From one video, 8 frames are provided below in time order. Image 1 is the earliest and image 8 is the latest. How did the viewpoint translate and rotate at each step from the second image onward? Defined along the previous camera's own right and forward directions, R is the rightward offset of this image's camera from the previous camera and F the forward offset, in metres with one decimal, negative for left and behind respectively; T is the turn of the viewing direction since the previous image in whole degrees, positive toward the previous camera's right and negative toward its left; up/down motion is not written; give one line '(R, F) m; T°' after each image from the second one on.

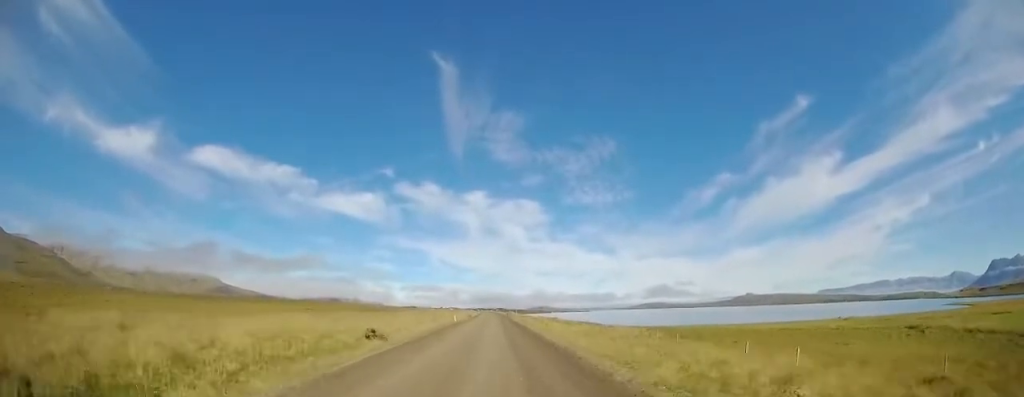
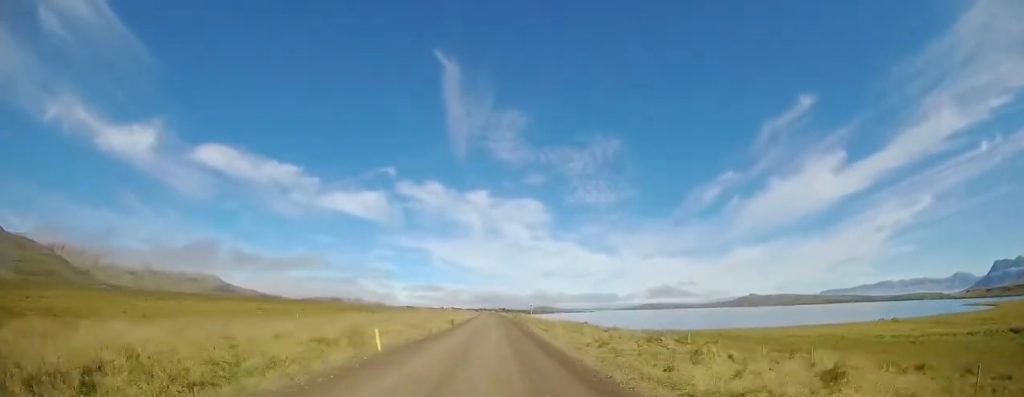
(+1.1, +28.2) m; +4°
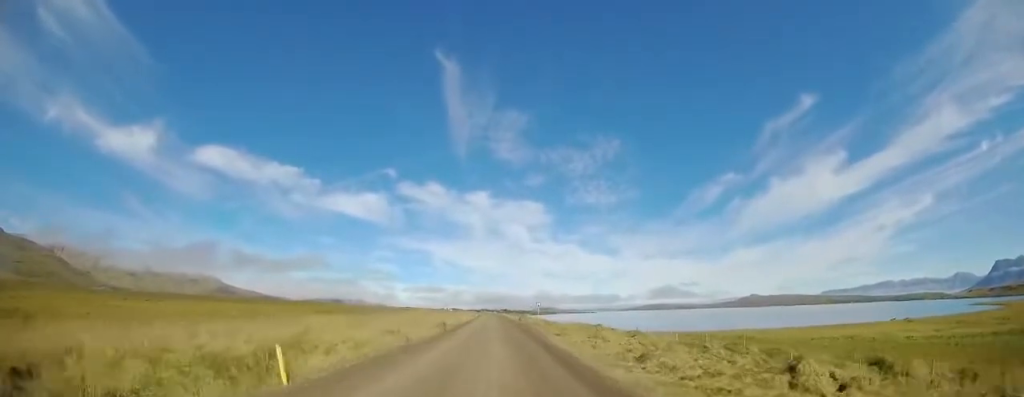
(-0.1, +6.8) m; -1°
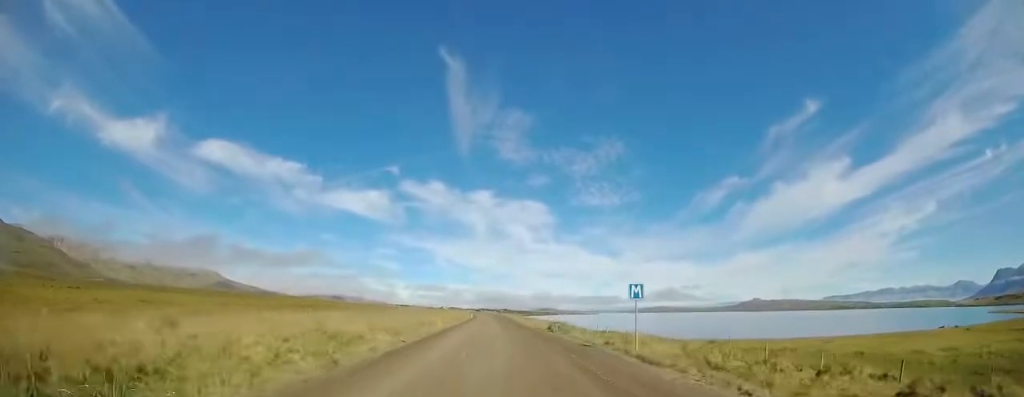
(-0.3, +28.6) m; -1°
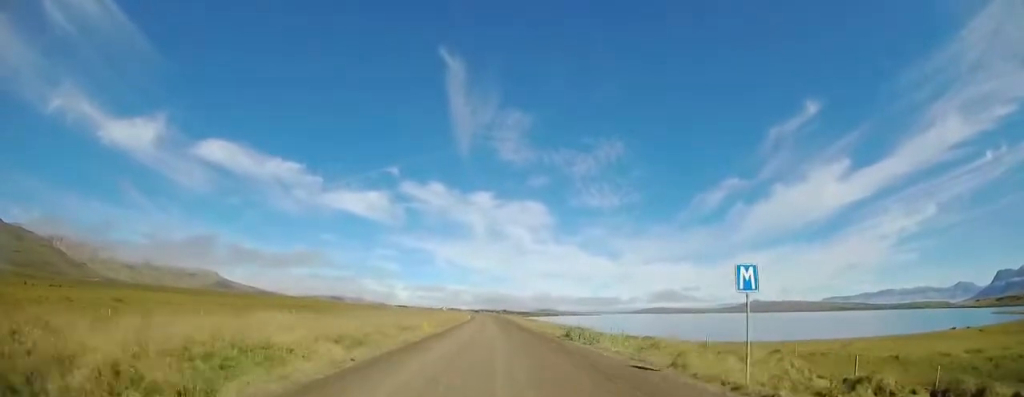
(+0.1, +6.5) m; 0°
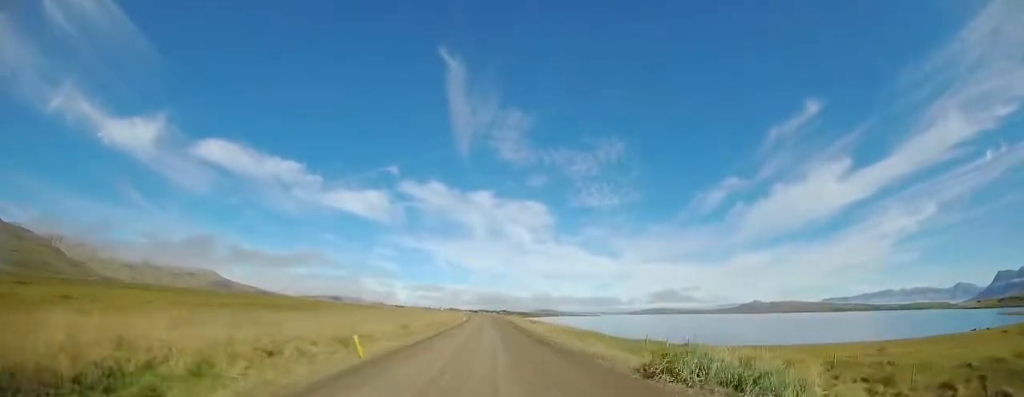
(-0.2, +11.7) m; -1°
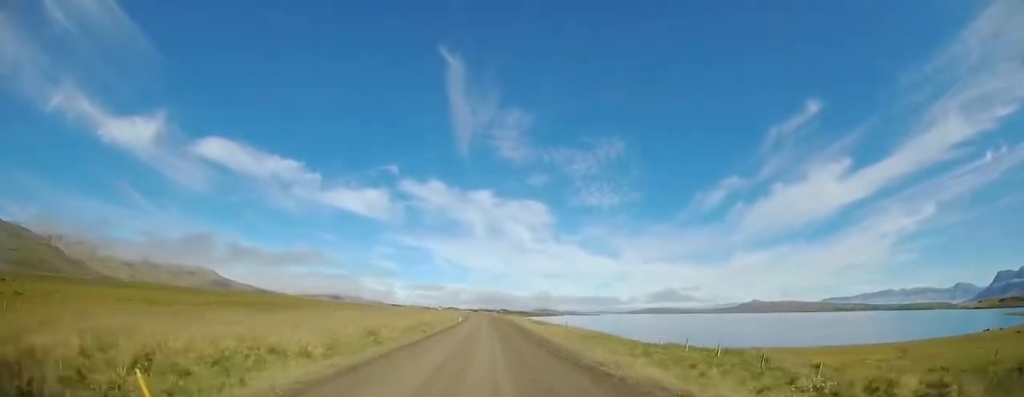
(0.0, +8.0) m; -1°
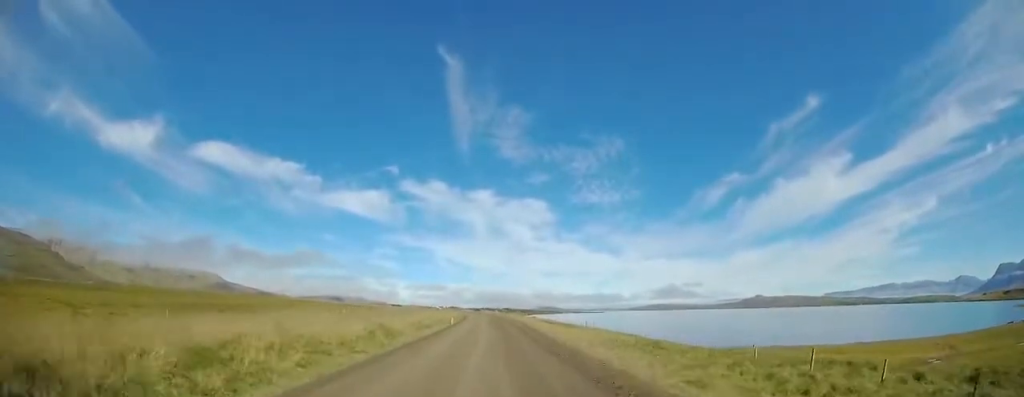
(-0.1, +12.6) m; 0°
